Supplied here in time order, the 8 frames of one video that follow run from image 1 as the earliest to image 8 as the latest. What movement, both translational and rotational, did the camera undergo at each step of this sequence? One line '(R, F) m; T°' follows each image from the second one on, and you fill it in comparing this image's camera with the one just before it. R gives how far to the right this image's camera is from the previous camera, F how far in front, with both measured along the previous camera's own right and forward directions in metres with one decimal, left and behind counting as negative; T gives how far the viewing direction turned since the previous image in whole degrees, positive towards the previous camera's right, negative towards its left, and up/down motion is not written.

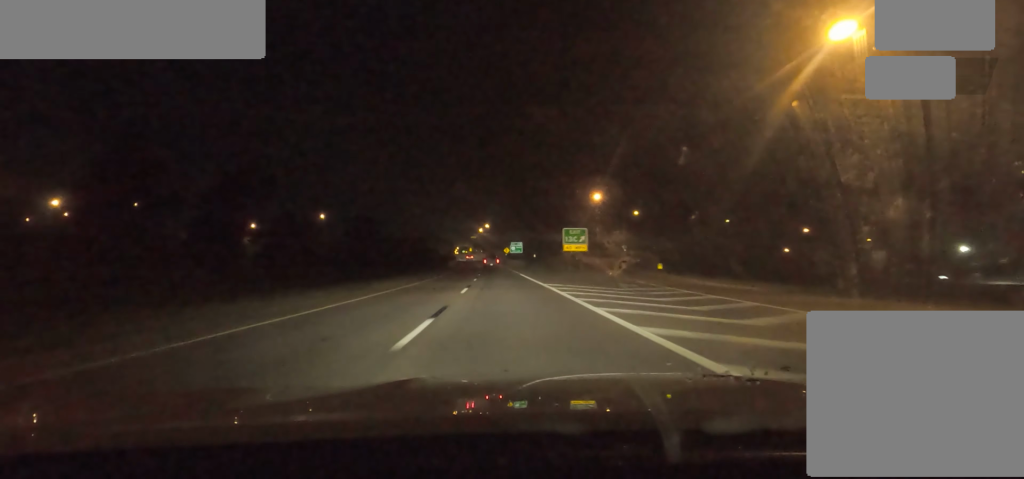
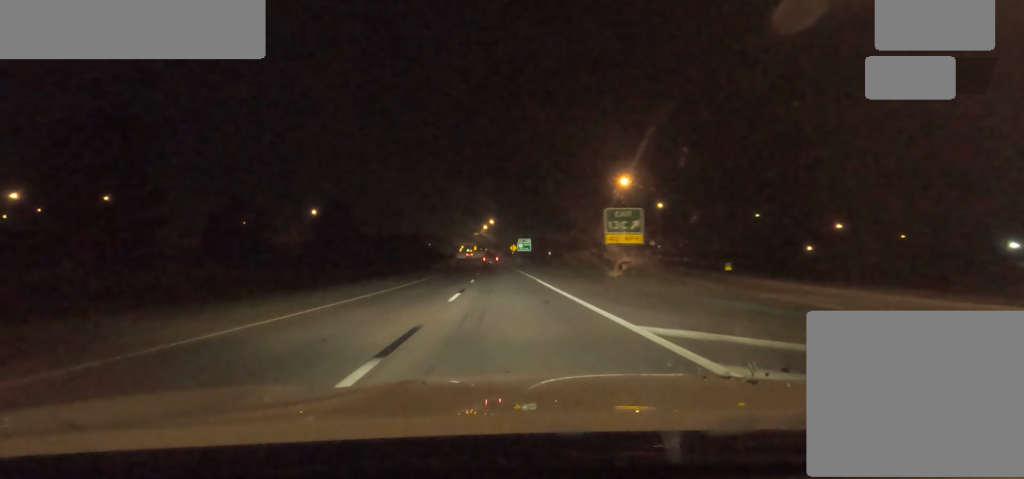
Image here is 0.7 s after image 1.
(+1.0, +18.5) m; 0°
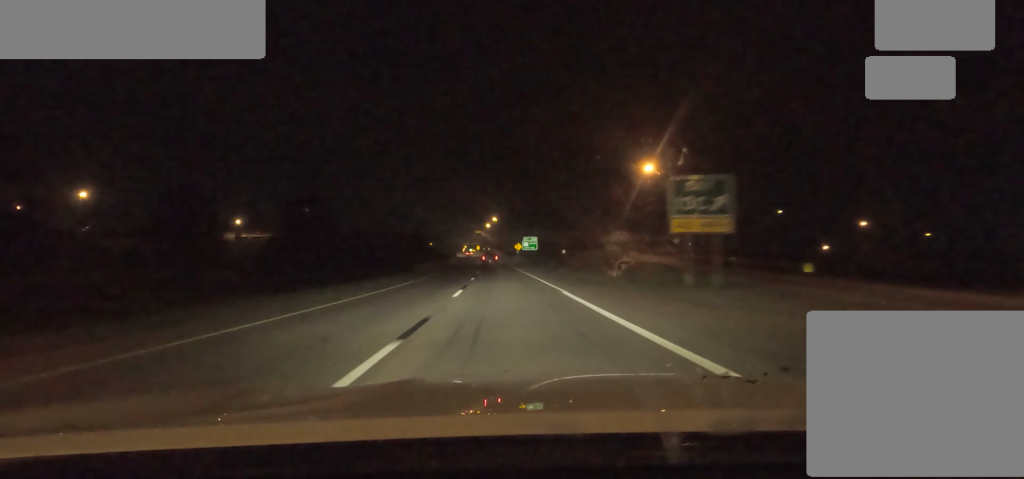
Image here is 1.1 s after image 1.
(-0.2, +12.2) m; -1°
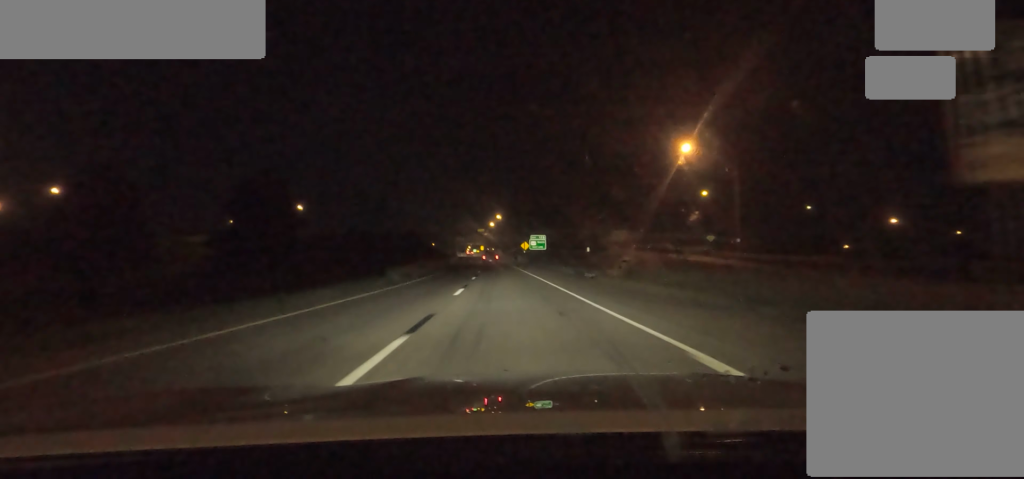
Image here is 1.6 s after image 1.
(-0.5, +13.2) m; -1°
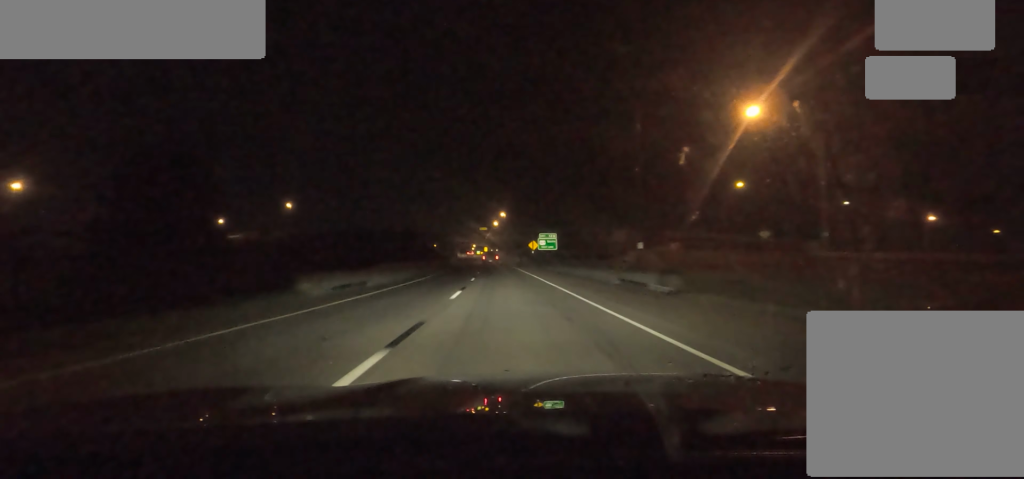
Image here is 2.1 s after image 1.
(-0.2, +15.1) m; -2°
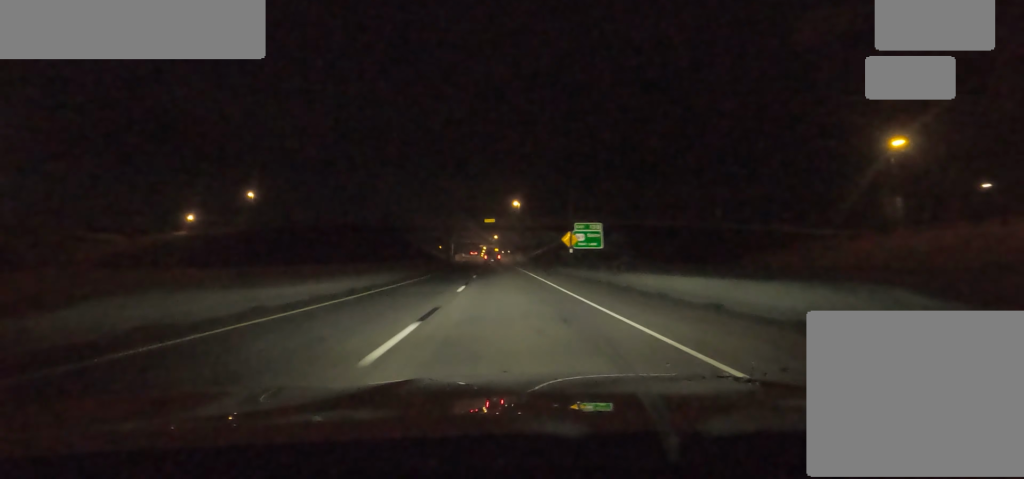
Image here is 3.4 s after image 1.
(-1.2, +37.5) m; -3°
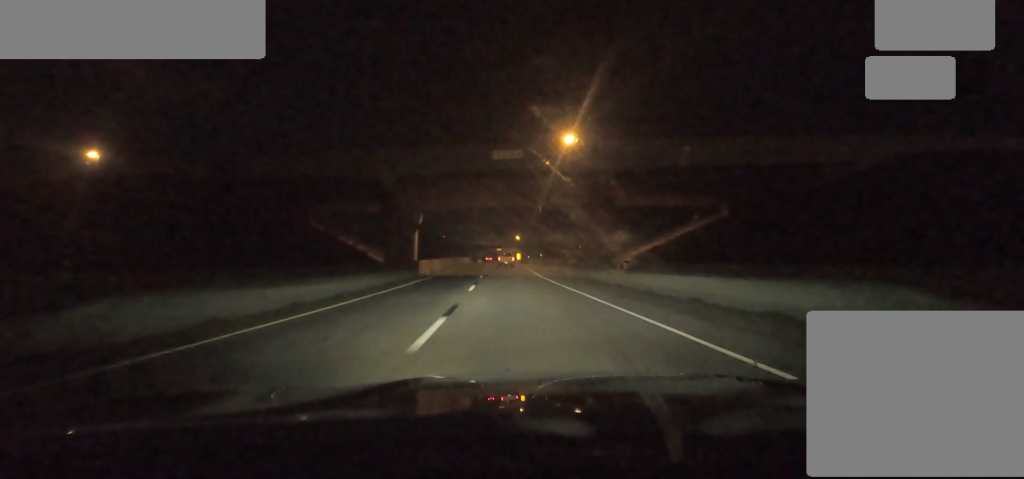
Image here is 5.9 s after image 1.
(+1.9, +66.8) m; 0°
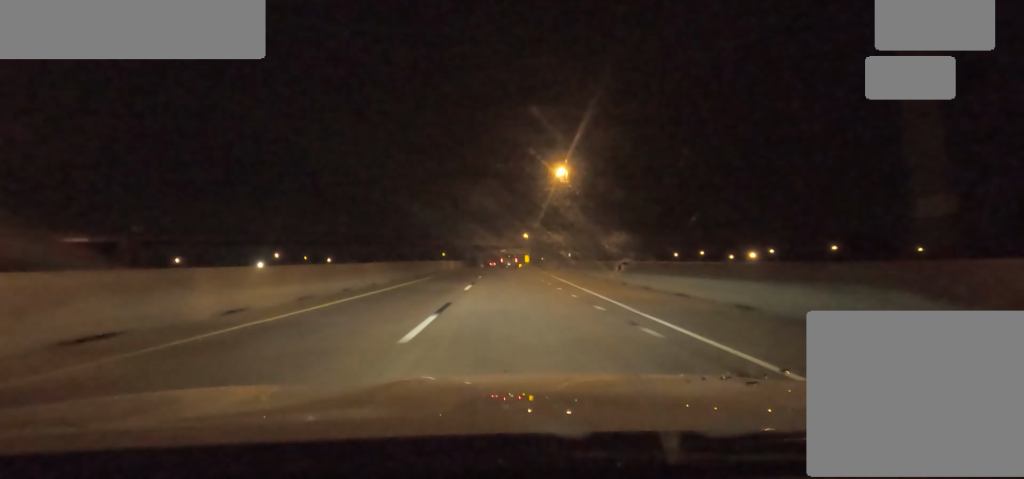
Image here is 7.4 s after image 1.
(-0.8, +39.5) m; +1°
